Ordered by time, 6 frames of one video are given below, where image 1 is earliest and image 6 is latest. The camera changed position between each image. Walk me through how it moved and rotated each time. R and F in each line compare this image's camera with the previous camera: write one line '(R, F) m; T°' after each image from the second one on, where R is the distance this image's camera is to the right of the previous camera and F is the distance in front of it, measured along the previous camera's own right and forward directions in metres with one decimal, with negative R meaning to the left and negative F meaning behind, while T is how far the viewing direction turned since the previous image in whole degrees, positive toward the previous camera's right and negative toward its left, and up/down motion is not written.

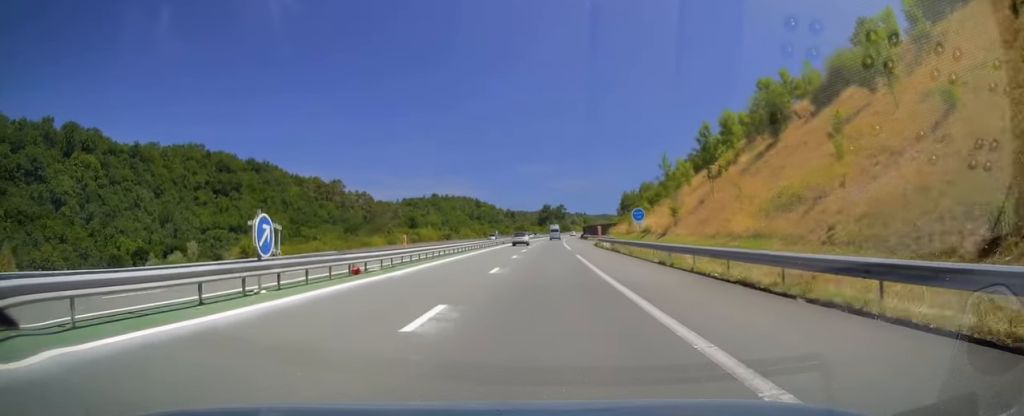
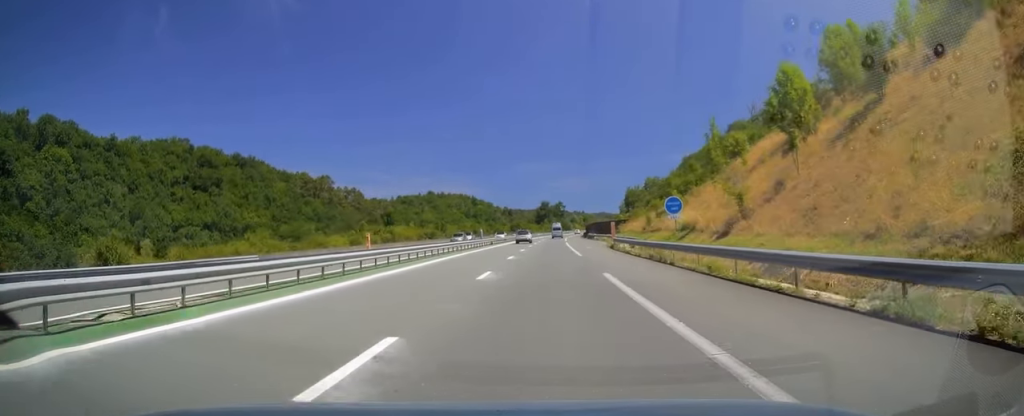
(0.0, +16.6) m; 0°
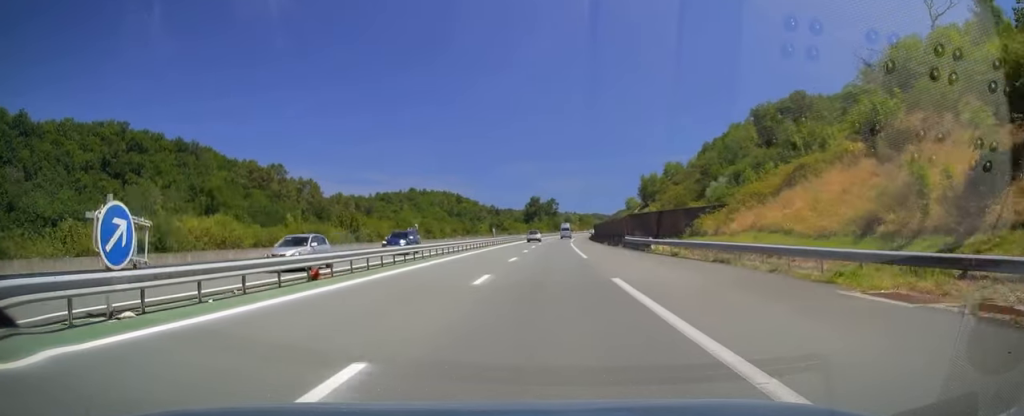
(+0.8, +53.3) m; +1°
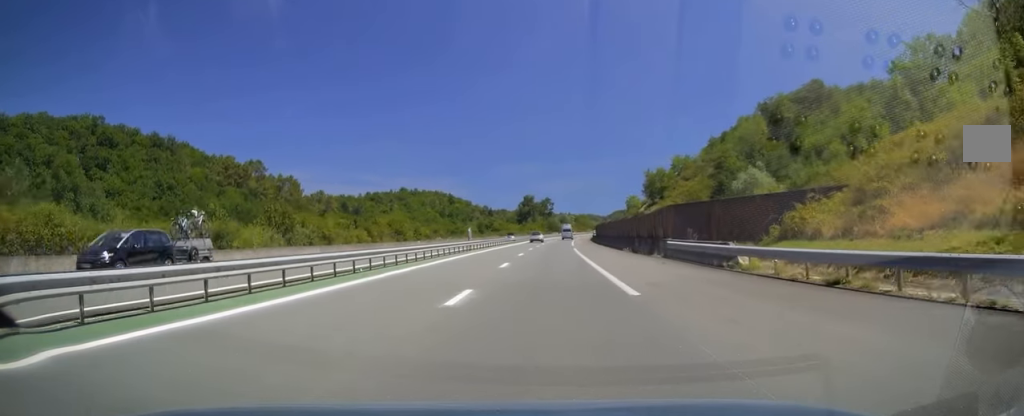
(-0.1, +17.6) m; +1°
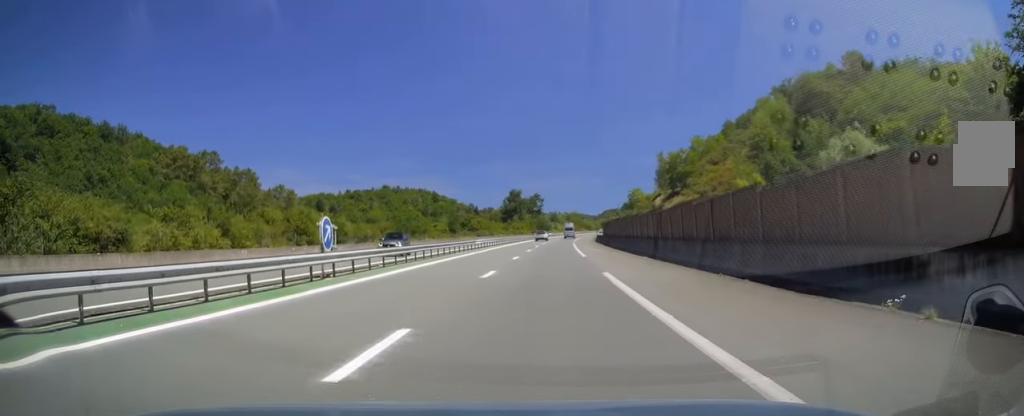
(+0.4, +31.8) m; +1°
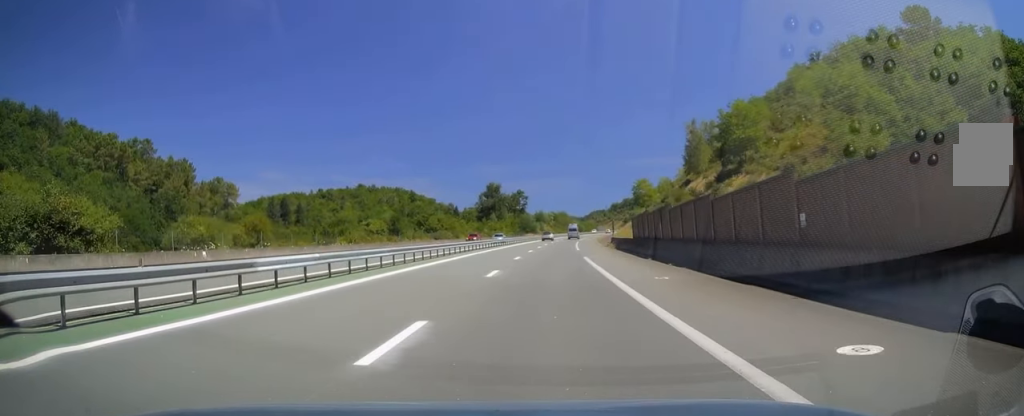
(+0.3, +38.2) m; +1°
